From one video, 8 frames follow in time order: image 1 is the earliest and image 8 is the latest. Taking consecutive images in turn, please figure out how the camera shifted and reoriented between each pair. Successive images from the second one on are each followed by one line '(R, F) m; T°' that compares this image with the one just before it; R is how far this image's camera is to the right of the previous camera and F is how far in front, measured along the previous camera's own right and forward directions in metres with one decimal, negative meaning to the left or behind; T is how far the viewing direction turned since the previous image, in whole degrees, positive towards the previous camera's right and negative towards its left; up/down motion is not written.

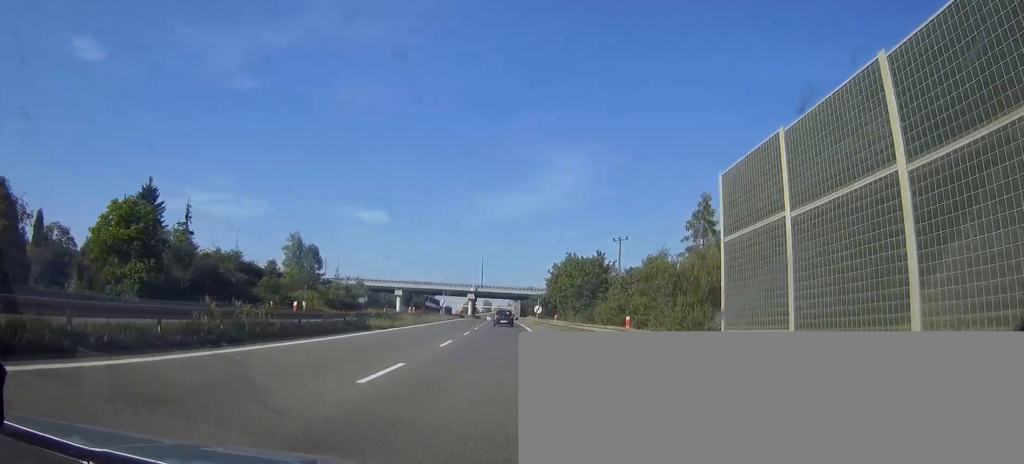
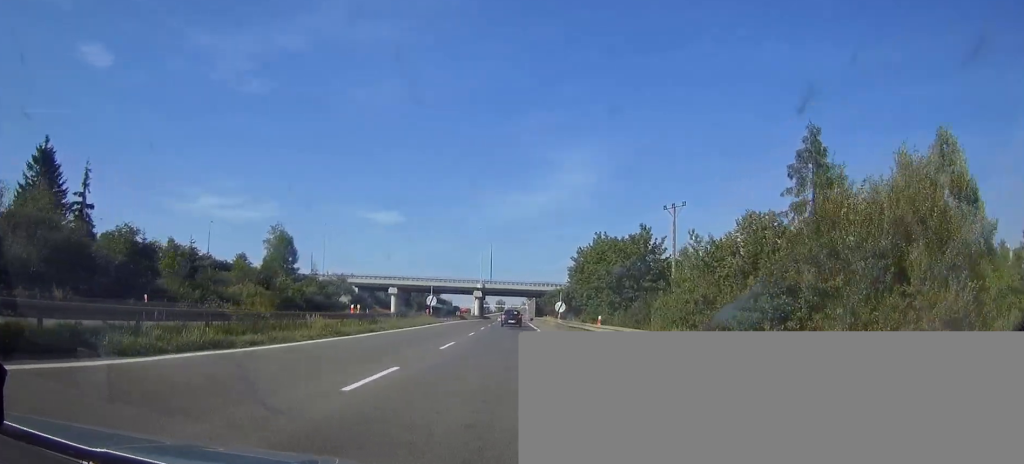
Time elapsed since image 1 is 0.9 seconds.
(-0.3, +25.2) m; -1°
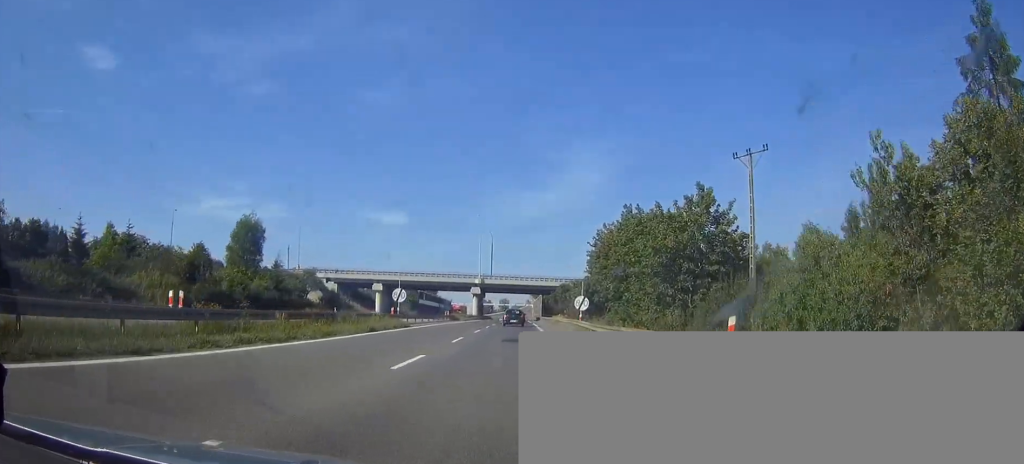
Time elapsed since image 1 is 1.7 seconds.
(-0.2, +20.7) m; -1°
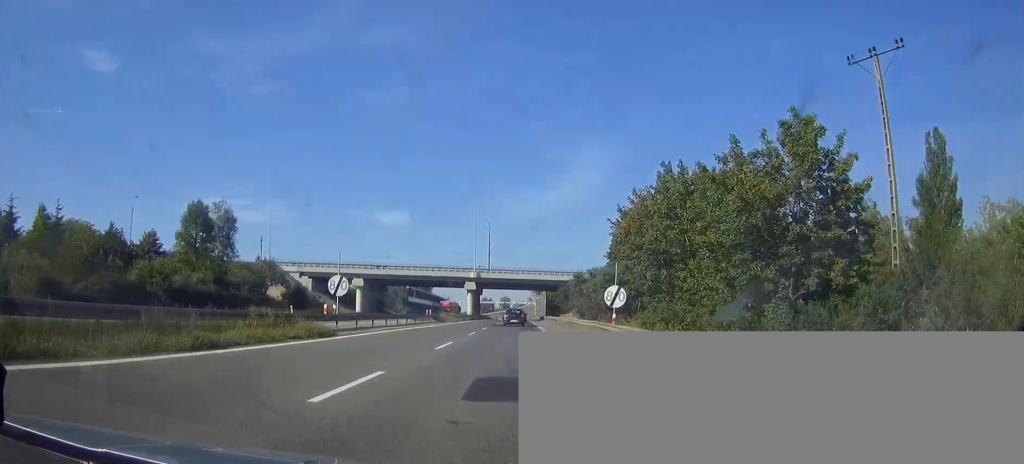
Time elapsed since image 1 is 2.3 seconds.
(-0.1, +17.1) m; 0°
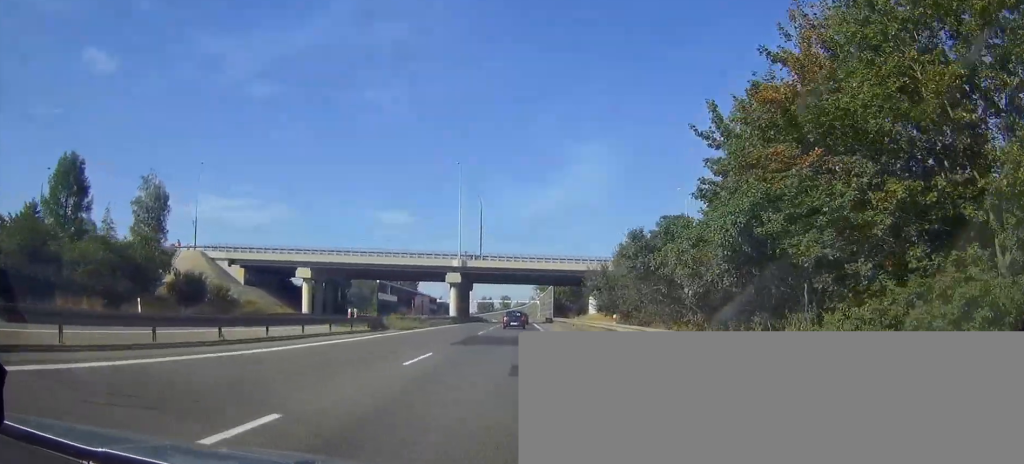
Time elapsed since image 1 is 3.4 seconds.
(0.0, +29.6) m; 0°
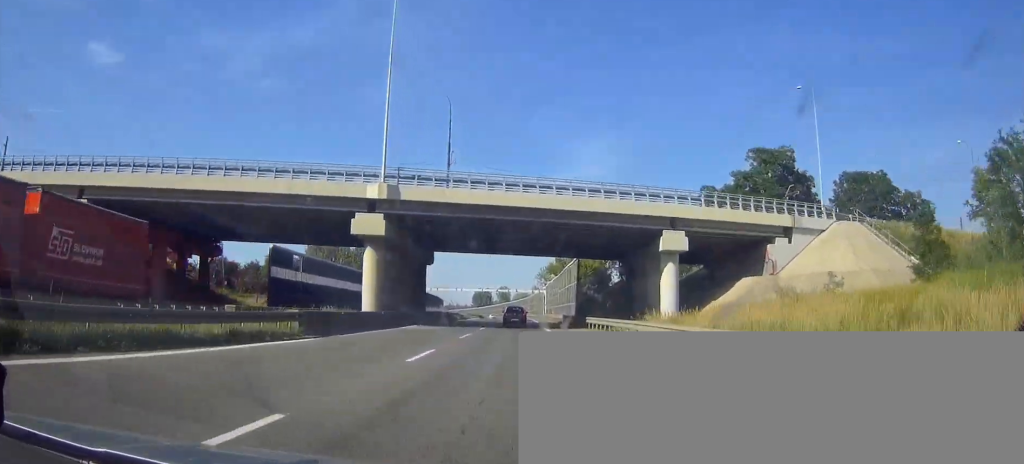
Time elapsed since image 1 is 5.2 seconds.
(-0.2, +48.4) m; 0°
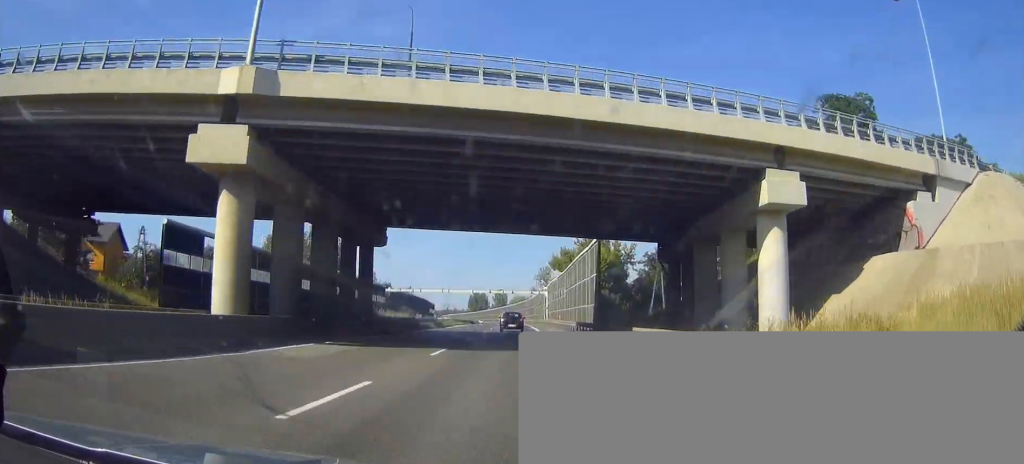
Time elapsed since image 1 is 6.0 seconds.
(0.0, +19.7) m; 0°
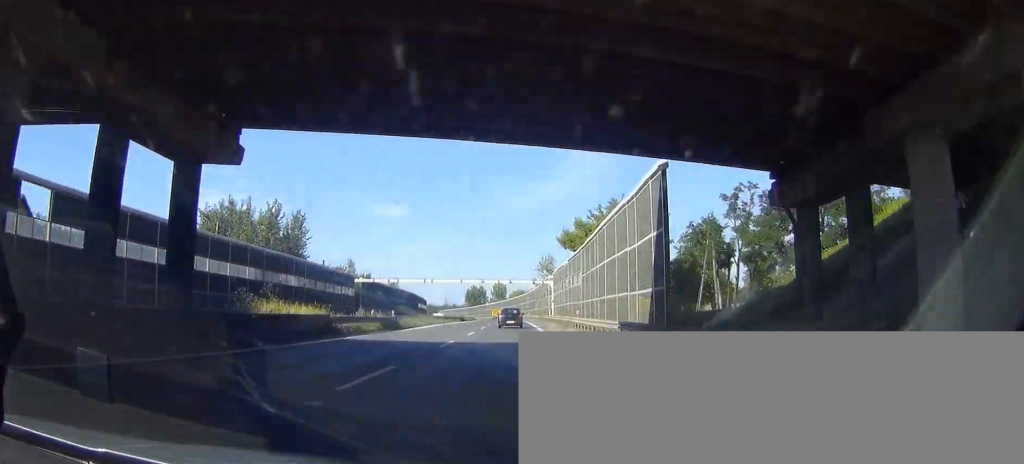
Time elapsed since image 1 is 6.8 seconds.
(+0.1, +21.4) m; 0°
